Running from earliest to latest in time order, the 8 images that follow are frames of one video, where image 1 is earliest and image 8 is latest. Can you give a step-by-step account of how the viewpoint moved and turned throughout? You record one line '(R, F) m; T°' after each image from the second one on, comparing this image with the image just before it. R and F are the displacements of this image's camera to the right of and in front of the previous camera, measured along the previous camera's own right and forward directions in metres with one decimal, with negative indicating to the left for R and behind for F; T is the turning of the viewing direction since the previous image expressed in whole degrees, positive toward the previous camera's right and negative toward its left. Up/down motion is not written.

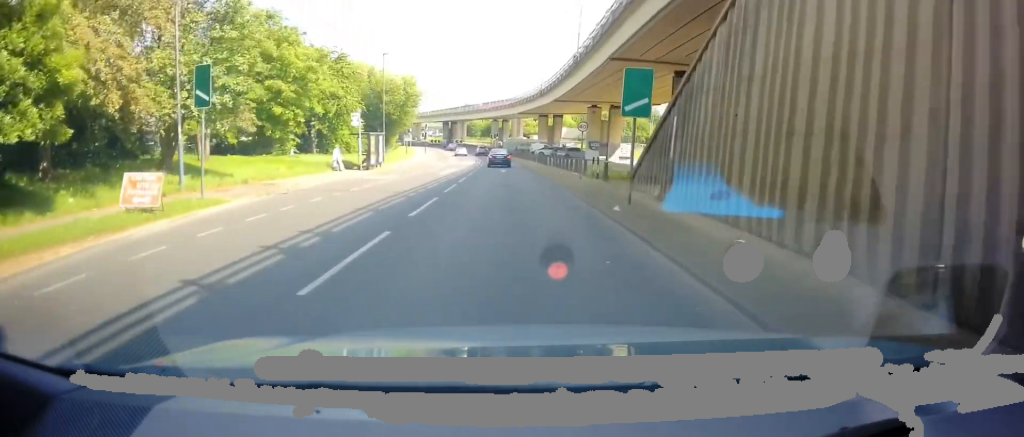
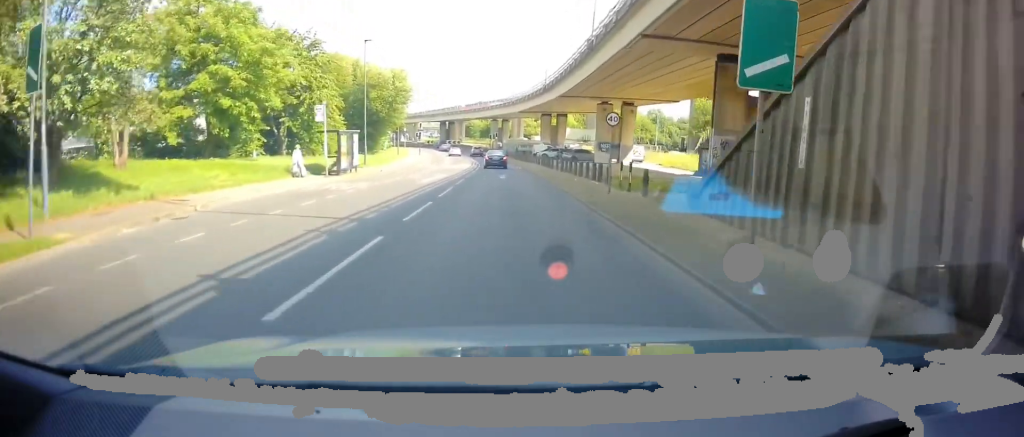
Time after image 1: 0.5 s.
(-0.1, +7.1) m; 0°
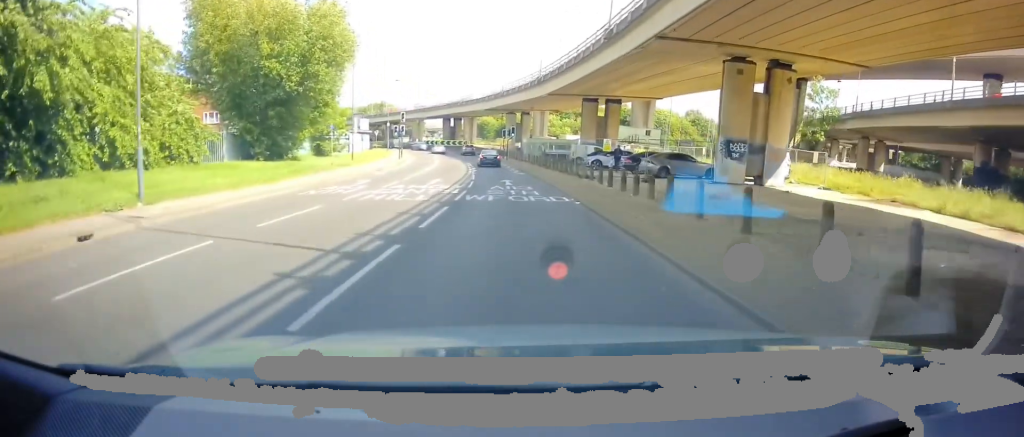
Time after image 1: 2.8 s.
(+0.2, +31.3) m; +2°
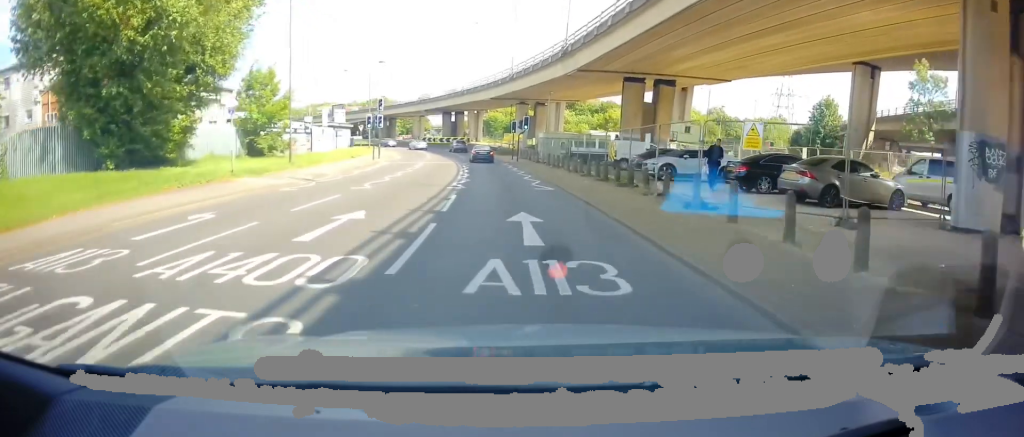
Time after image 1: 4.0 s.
(+0.4, +16.5) m; -1°
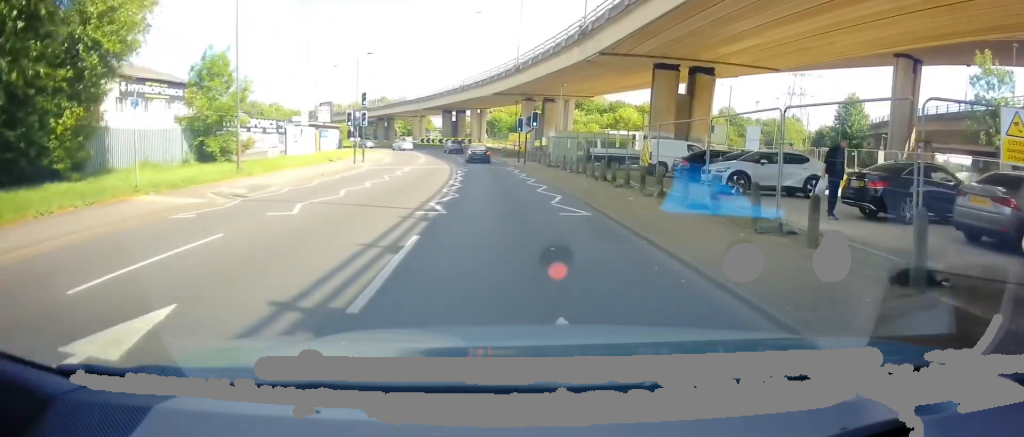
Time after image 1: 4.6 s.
(-0.1, +7.7) m; -3°
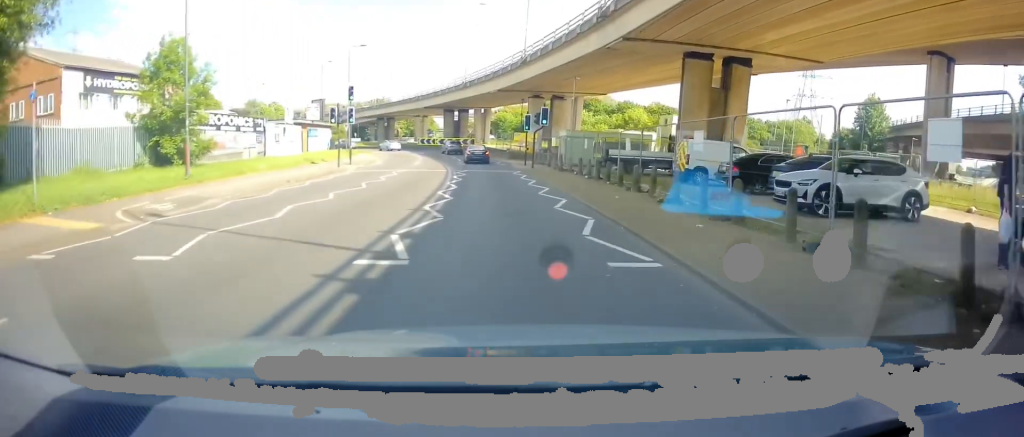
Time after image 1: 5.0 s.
(0.0, +5.3) m; -2°
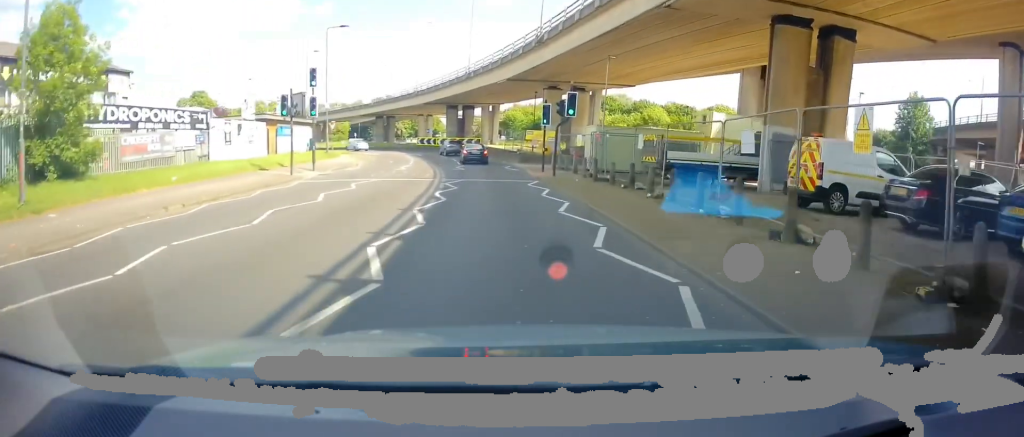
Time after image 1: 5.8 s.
(-0.7, +10.3) m; -3°
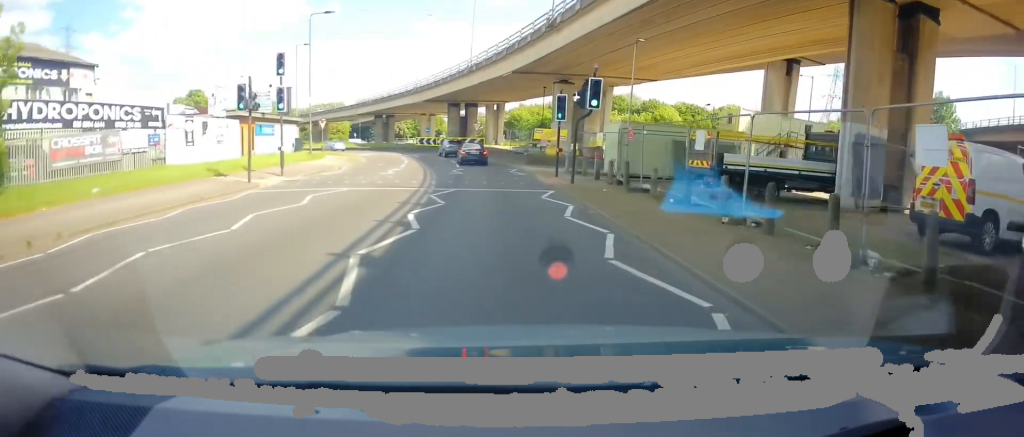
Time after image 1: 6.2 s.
(0.0, +5.6) m; +1°
